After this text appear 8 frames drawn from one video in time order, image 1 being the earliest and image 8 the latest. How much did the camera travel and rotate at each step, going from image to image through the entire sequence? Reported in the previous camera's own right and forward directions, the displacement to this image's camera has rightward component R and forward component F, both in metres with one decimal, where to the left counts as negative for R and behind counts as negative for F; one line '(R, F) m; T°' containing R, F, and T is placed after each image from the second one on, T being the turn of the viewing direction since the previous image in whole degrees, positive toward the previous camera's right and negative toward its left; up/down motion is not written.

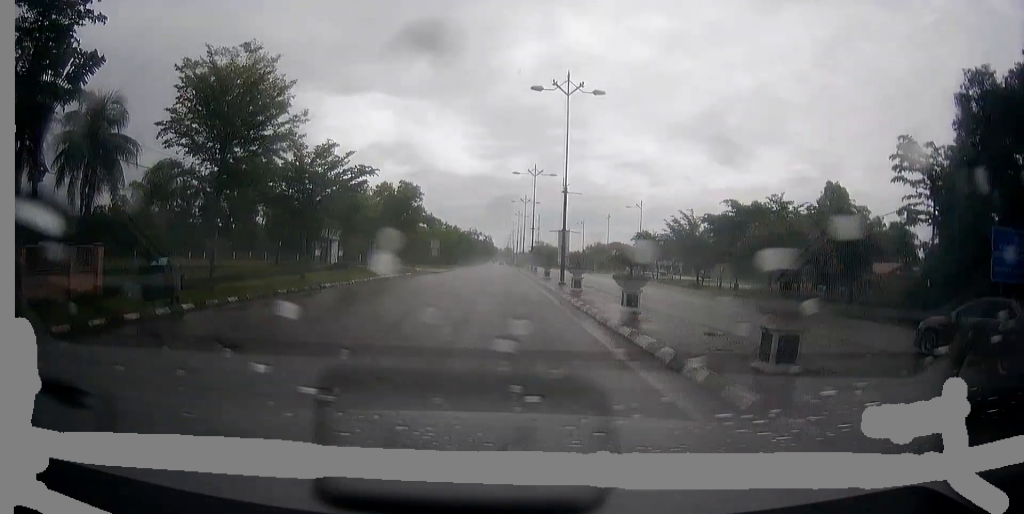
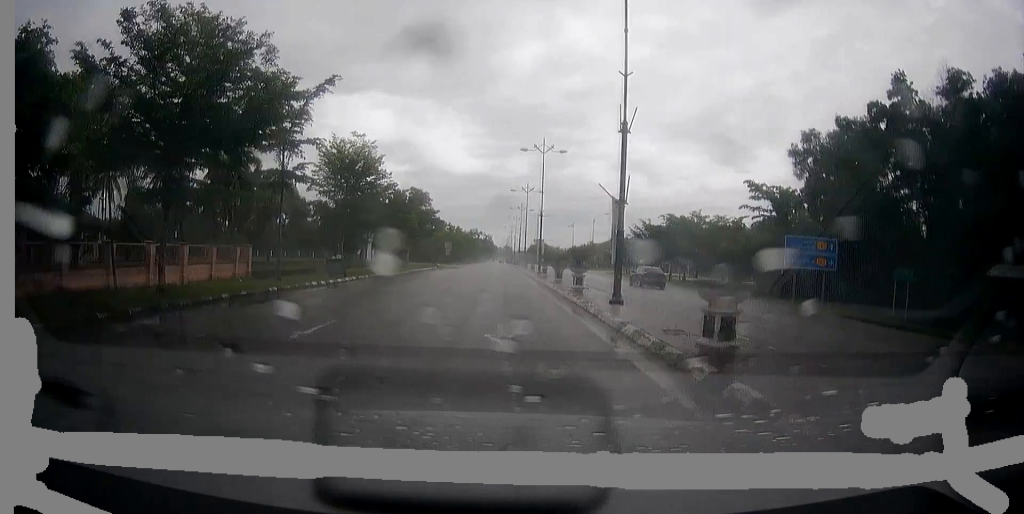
(0.0, +17.8) m; 0°
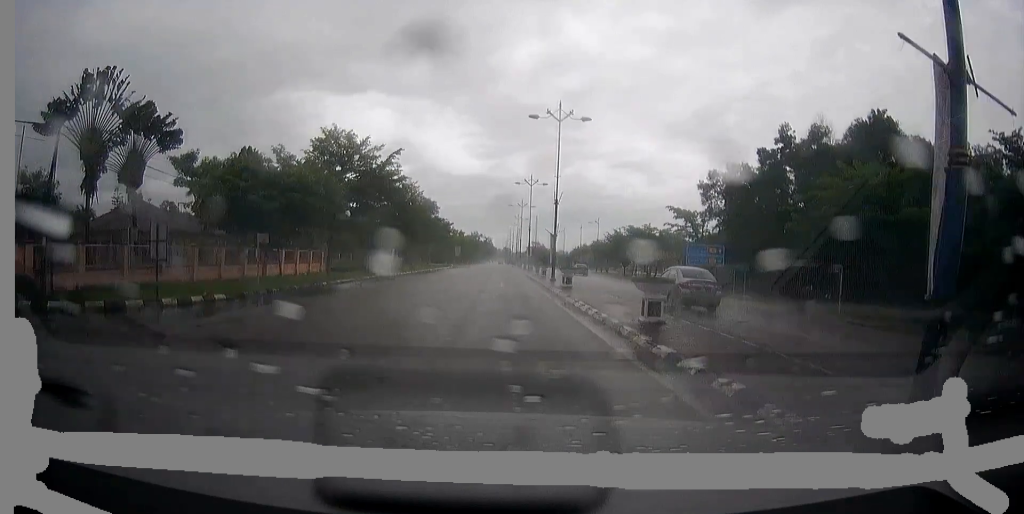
(-0.1, +20.1) m; 0°
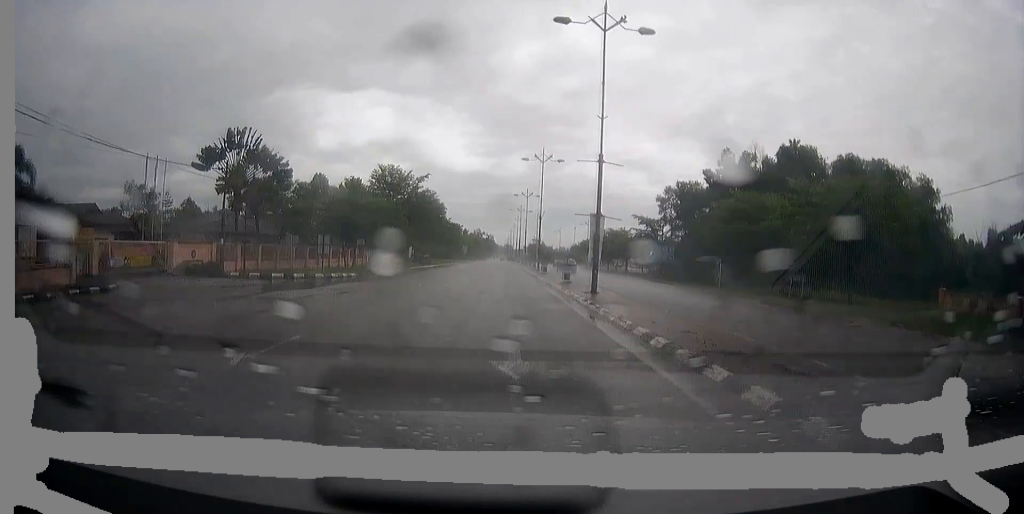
(-0.1, +17.7) m; 0°
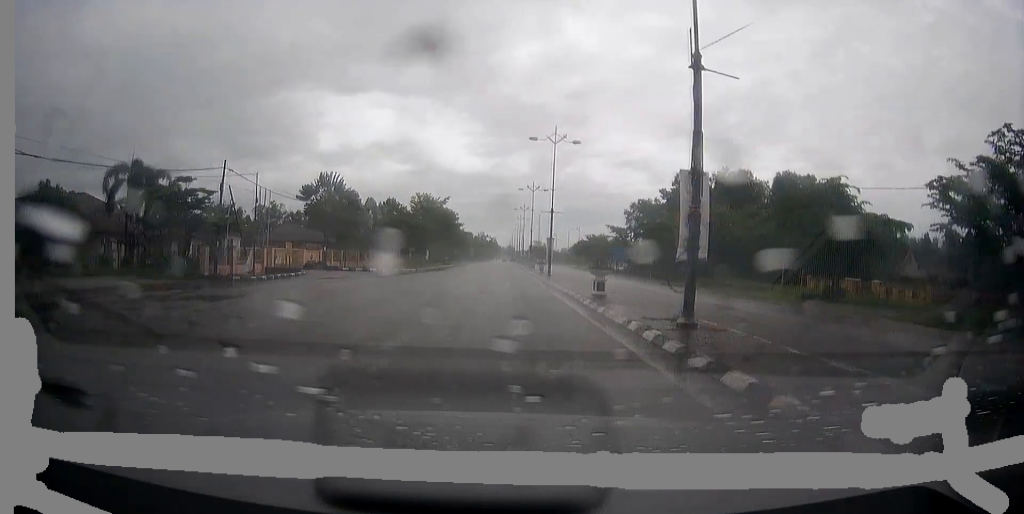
(0.0, +21.1) m; 0°
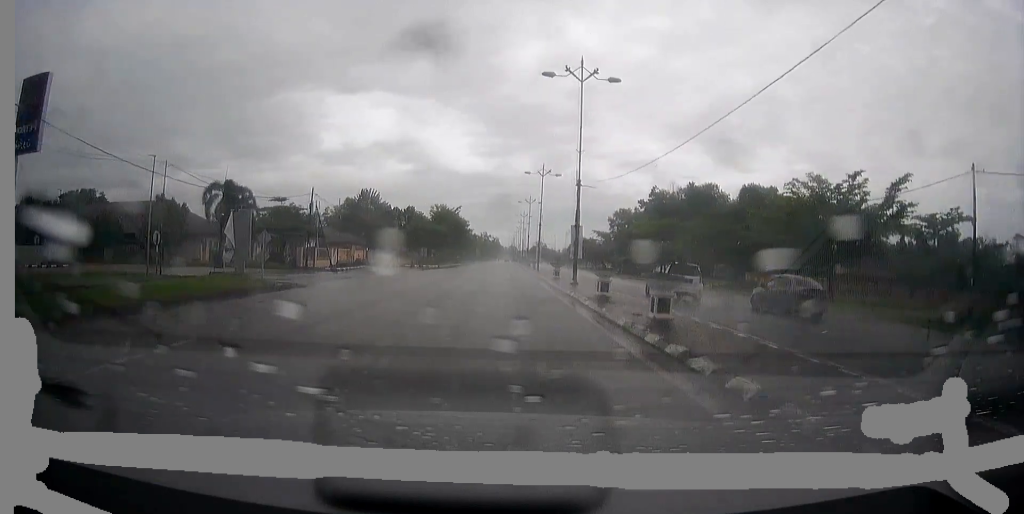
(0.0, +17.3) m; 0°
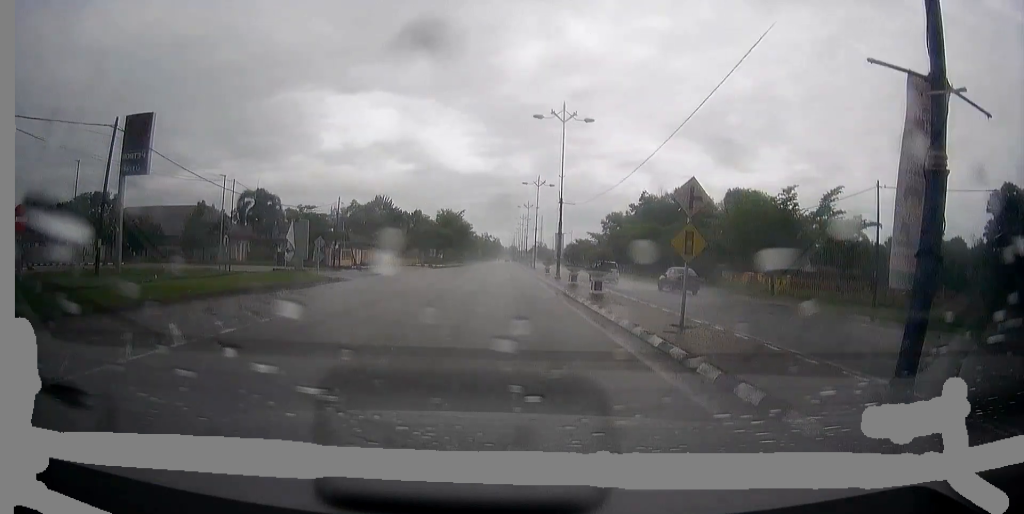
(+0.1, +10.7) m; 0°
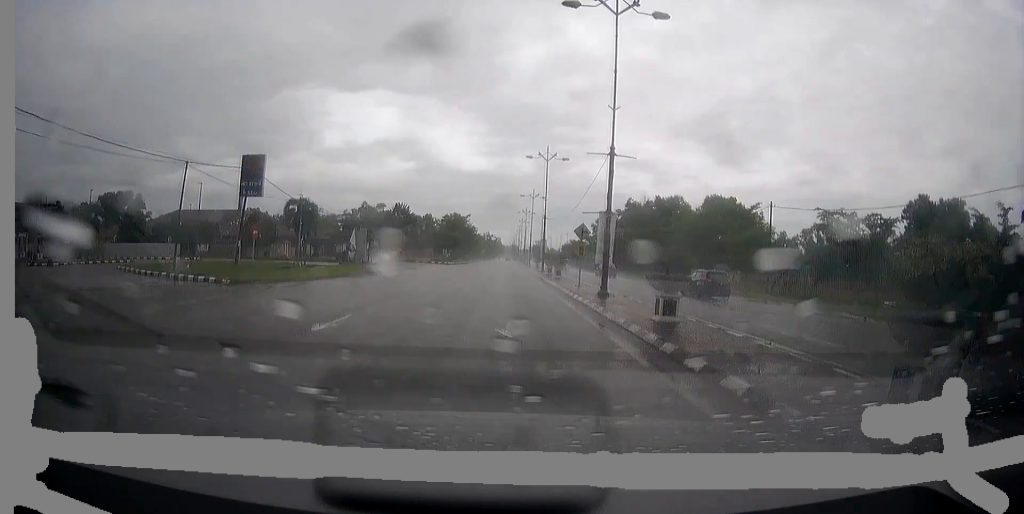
(+0.1, +15.7) m; 0°
